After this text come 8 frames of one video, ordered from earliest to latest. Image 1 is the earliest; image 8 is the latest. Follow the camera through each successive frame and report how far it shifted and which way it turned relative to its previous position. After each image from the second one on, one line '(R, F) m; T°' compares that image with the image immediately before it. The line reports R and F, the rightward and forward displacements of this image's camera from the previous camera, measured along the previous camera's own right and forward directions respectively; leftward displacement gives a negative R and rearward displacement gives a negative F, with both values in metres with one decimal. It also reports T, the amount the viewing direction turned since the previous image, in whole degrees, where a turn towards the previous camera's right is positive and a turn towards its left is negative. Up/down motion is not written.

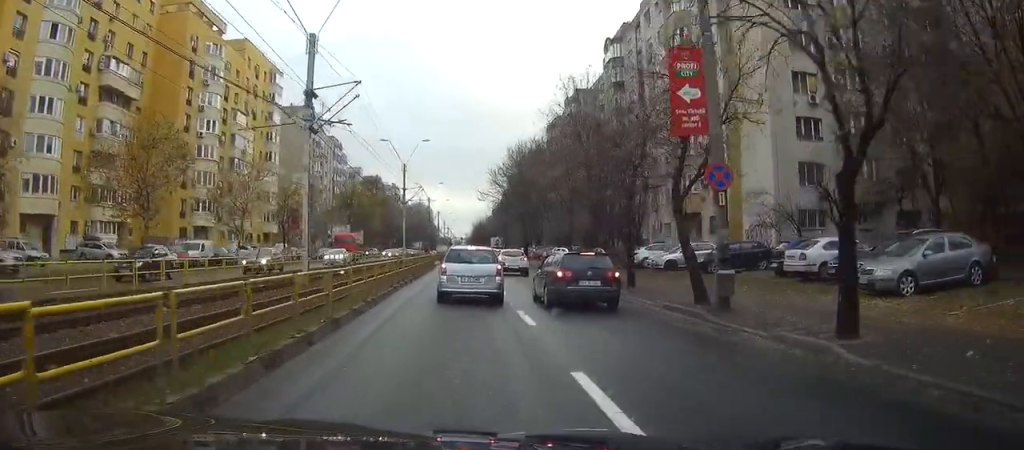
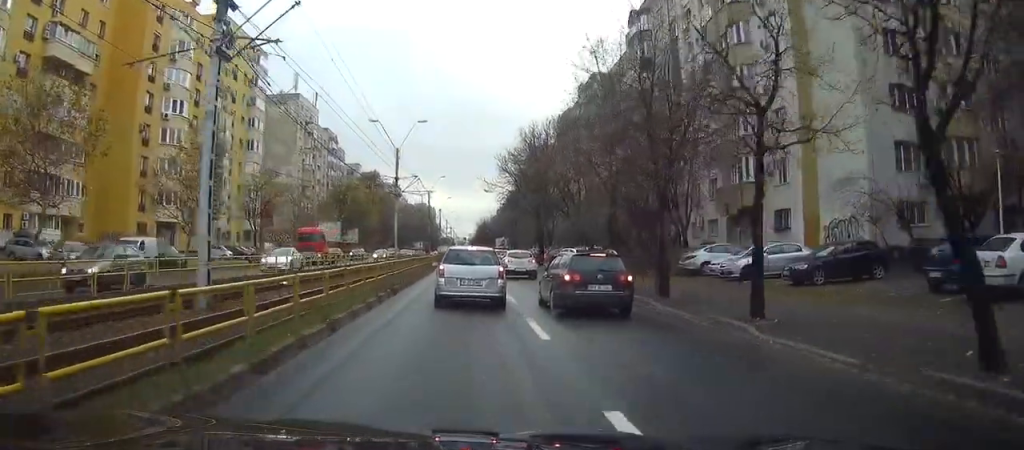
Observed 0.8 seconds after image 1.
(-0.2, +10.8) m; -1°
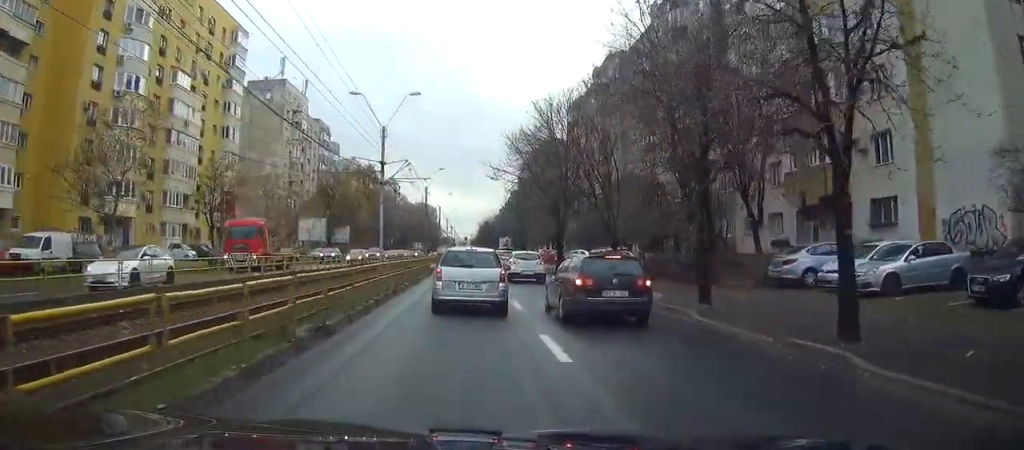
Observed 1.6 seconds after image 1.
(0.0, +10.7) m; 0°
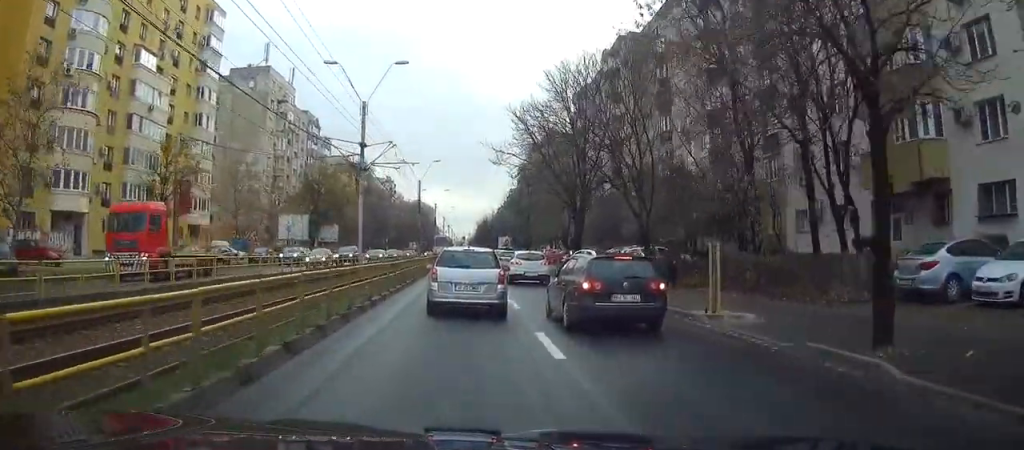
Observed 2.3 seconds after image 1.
(0.0, +8.3) m; 0°
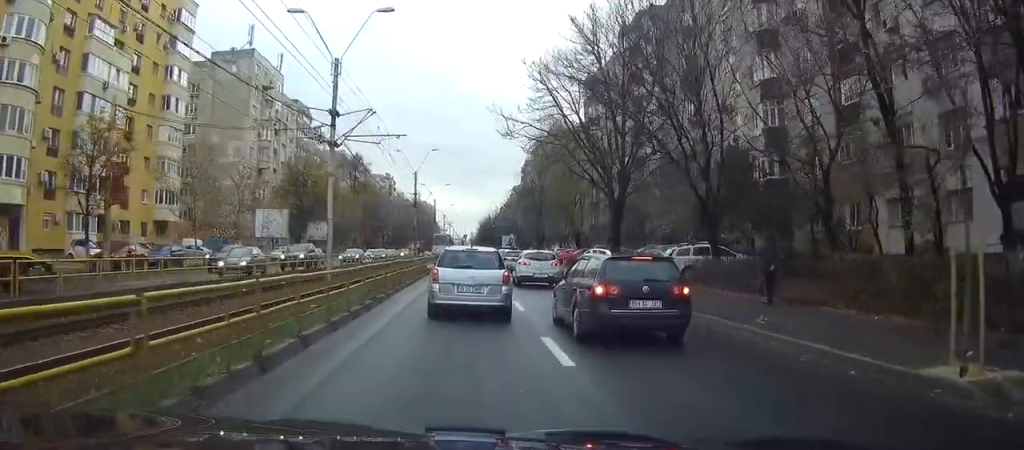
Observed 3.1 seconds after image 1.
(0.0, +9.3) m; 0°
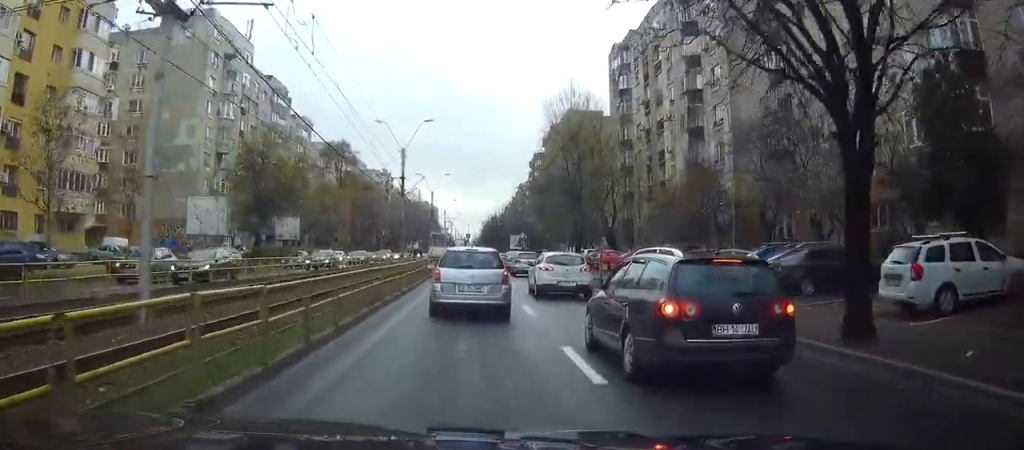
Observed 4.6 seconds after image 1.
(0.0, +18.2) m; 0°
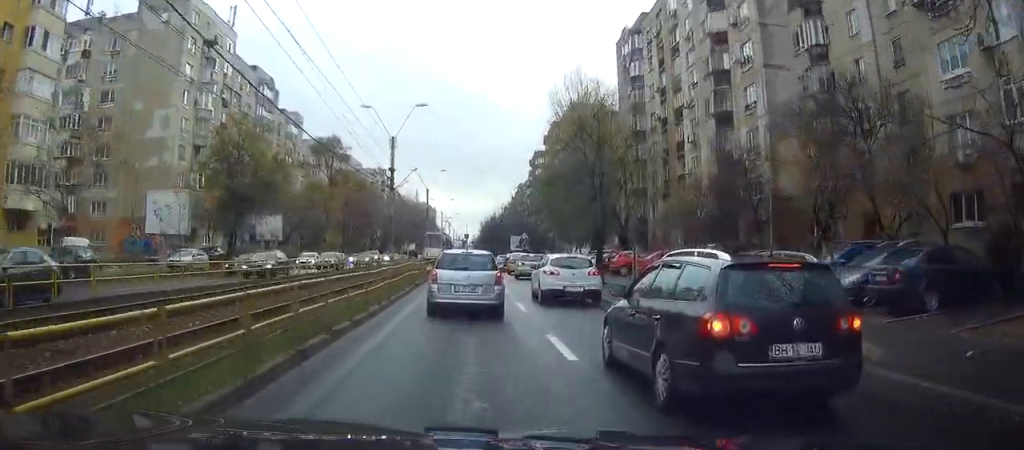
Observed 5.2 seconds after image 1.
(0.0, +6.8) m; 0°
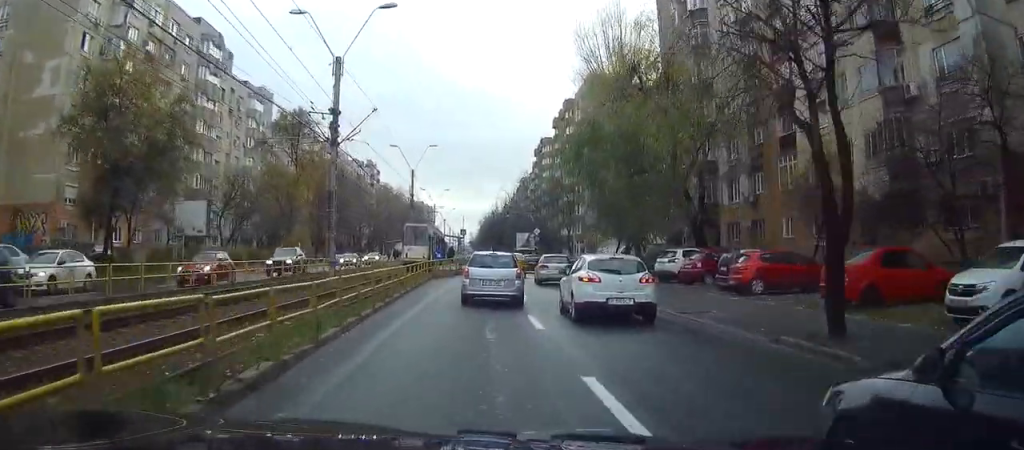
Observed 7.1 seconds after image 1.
(+0.2, +21.6) m; +1°
